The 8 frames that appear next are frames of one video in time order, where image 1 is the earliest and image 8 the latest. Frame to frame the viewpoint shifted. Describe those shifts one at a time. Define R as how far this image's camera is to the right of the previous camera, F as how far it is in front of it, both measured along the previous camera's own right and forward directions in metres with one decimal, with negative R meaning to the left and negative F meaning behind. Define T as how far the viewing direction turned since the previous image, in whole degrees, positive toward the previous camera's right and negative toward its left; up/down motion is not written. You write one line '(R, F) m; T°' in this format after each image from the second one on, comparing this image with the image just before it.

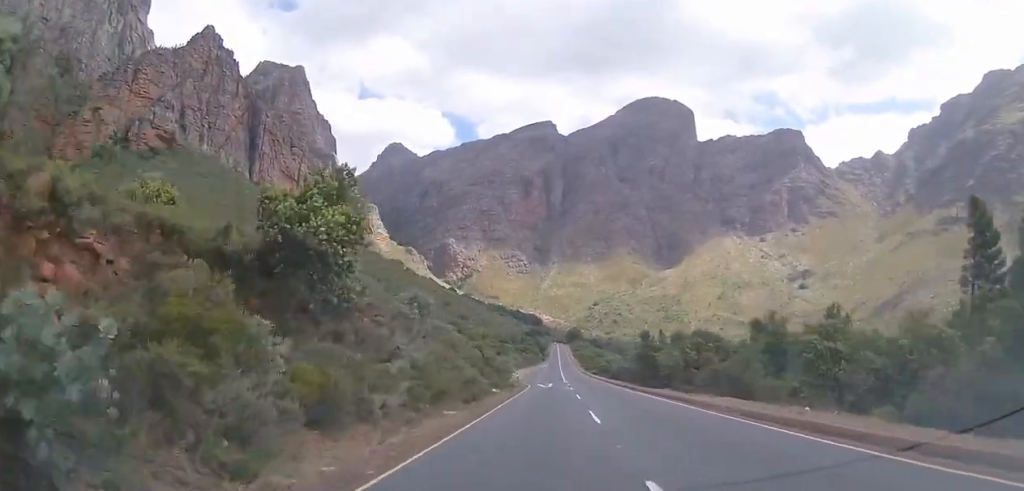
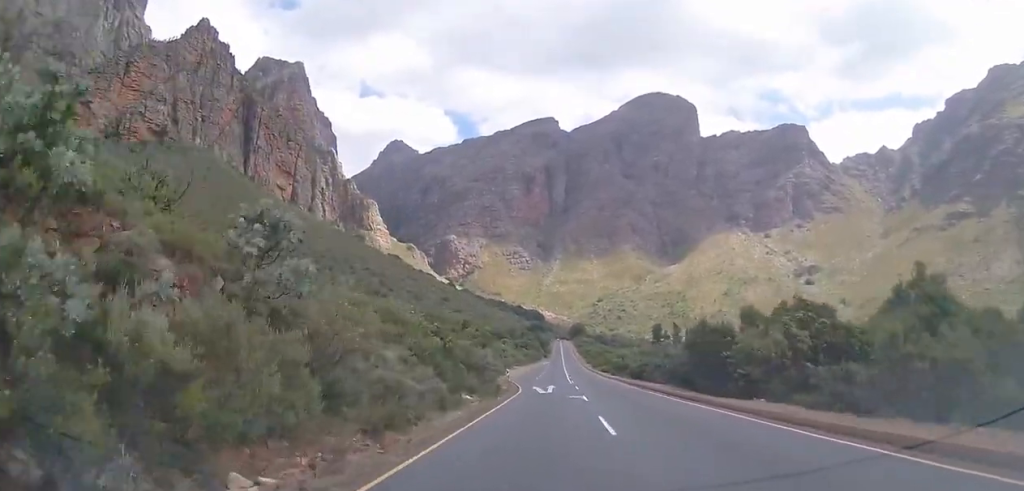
(+0.3, +15.6) m; 0°
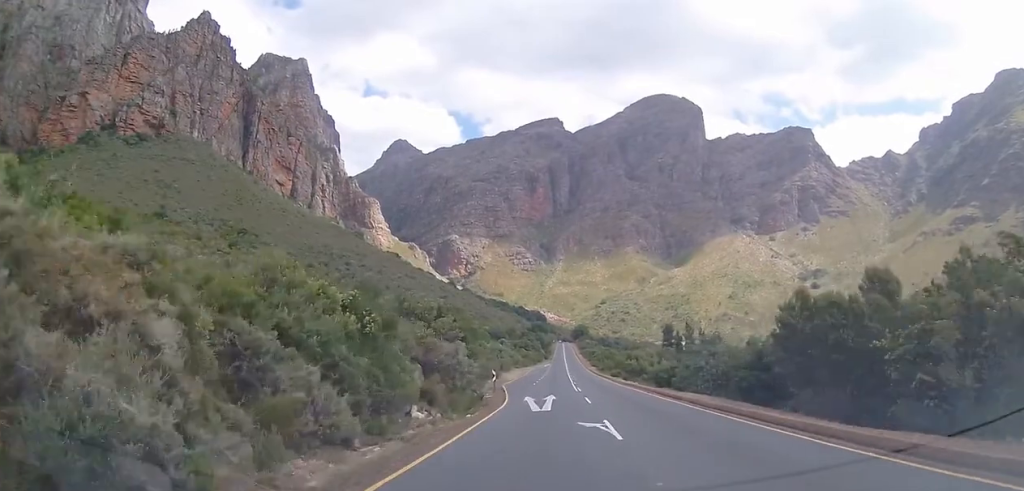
(-0.1, +11.8) m; 0°
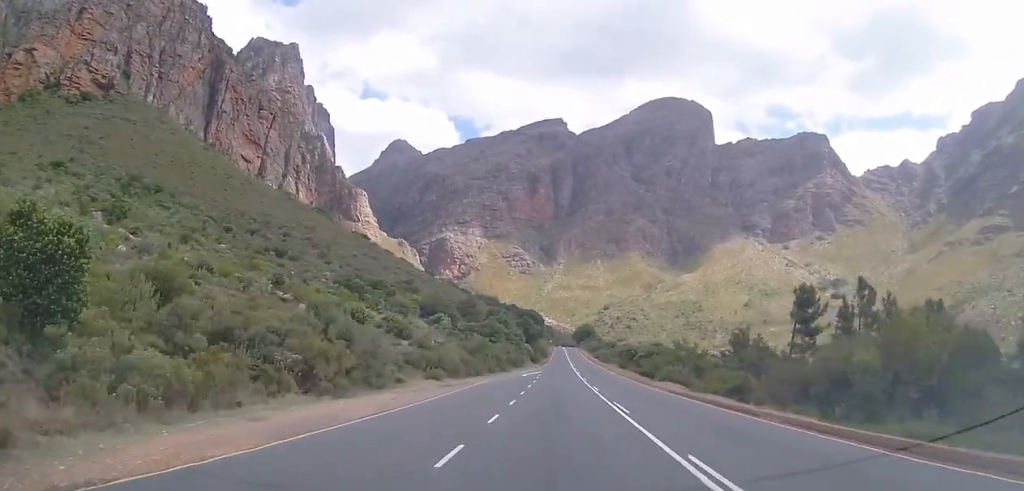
(-0.9, +79.1) m; -1°
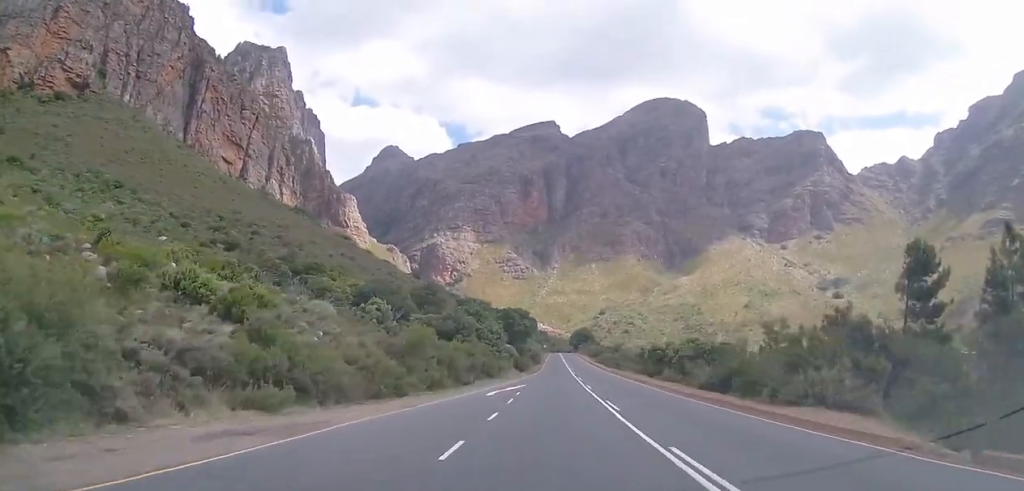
(0.0, +23.4) m; 0°
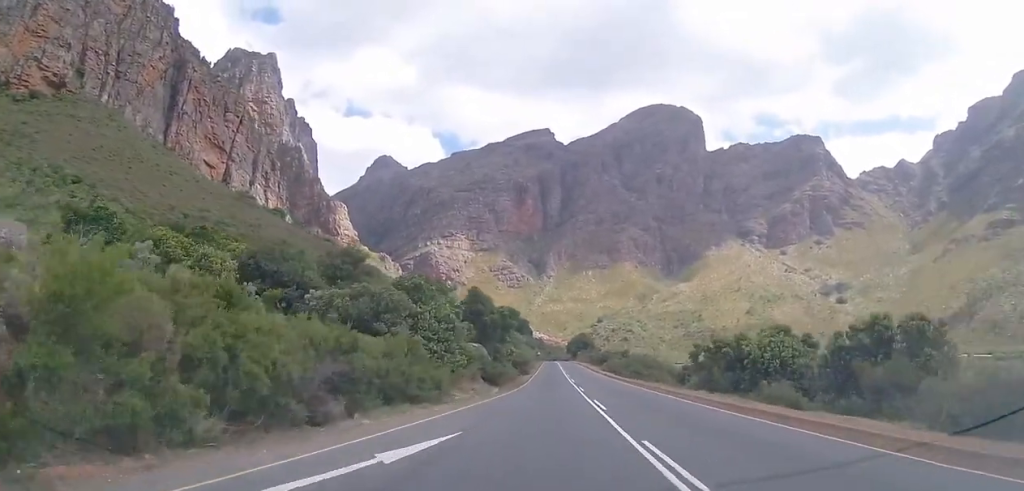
(0.0, +23.7) m; 0°
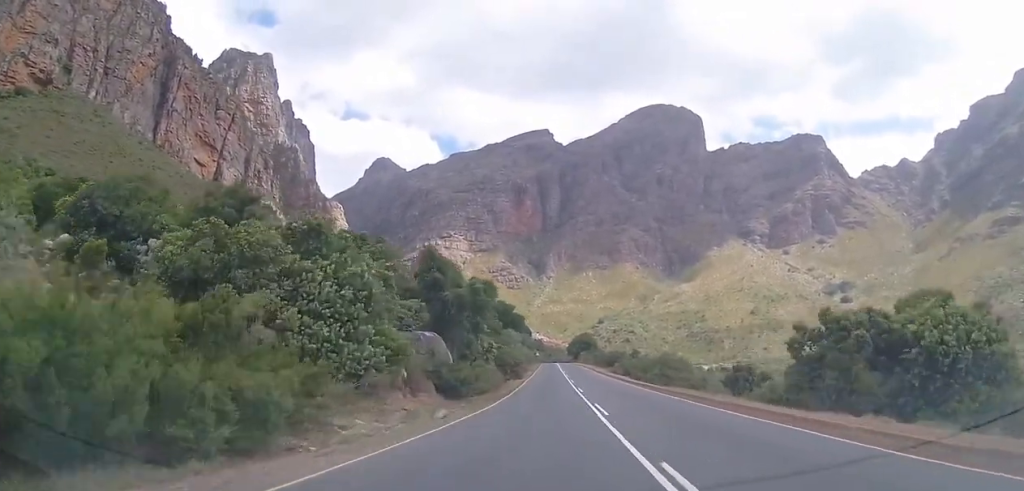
(0.0, +15.1) m; 0°
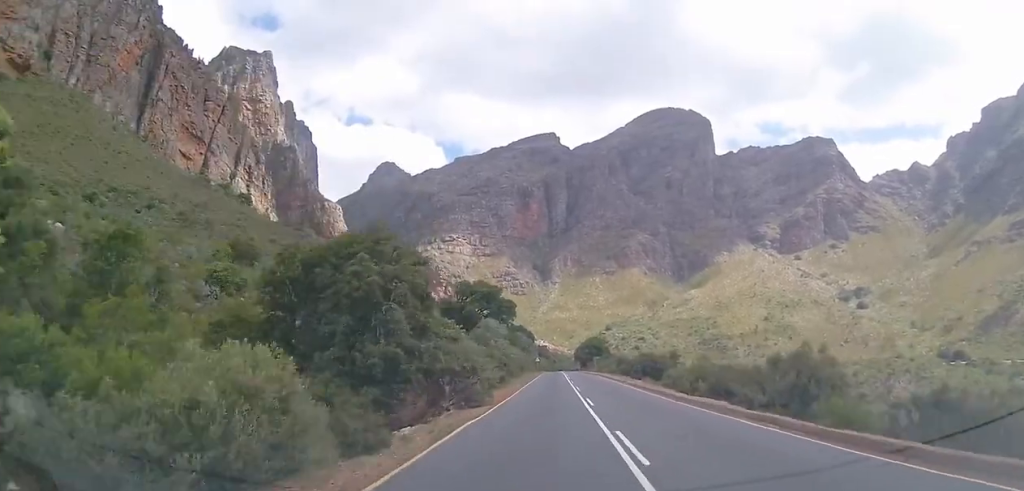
(0.0, +33.1) m; 0°
